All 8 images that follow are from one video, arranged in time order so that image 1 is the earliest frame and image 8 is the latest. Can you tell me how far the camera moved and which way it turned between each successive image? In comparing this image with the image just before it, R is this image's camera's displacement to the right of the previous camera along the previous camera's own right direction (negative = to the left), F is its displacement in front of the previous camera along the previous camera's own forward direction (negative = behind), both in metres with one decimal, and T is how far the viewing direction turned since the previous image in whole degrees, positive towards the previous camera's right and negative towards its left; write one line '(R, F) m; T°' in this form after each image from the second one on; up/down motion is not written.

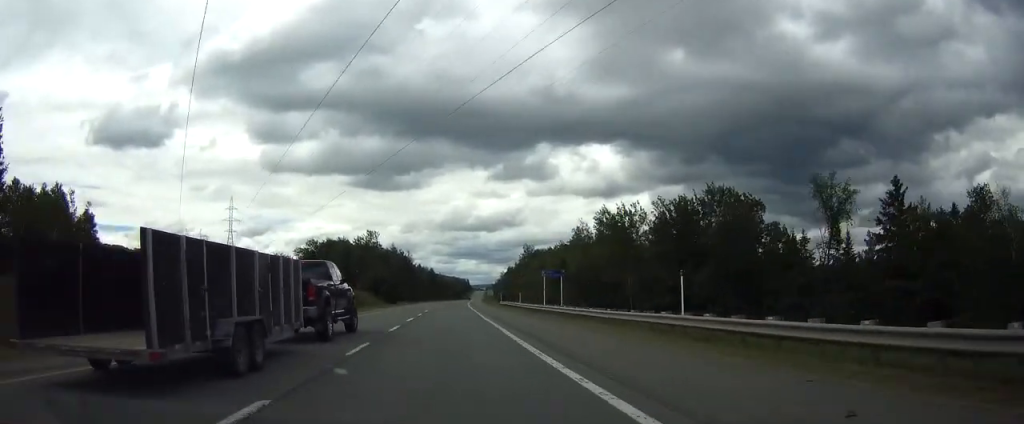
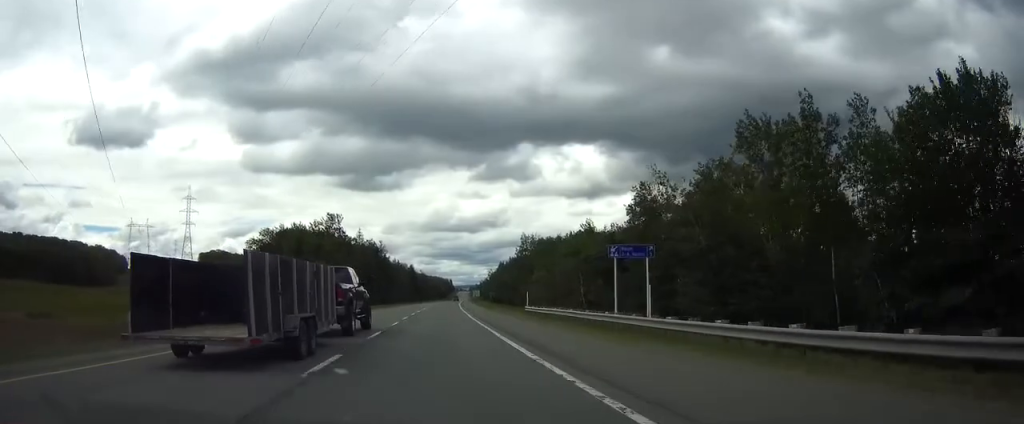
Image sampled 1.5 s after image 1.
(+0.7, +47.3) m; +1°
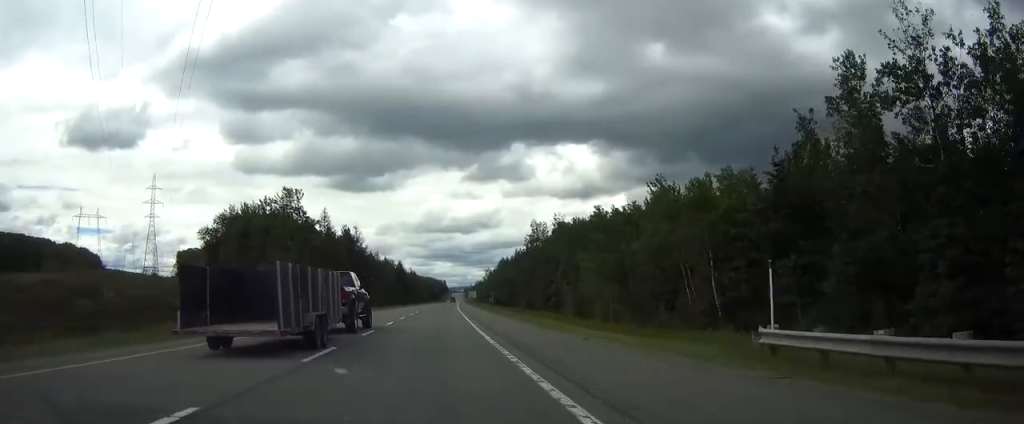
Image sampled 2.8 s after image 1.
(+0.1, +41.9) m; 0°
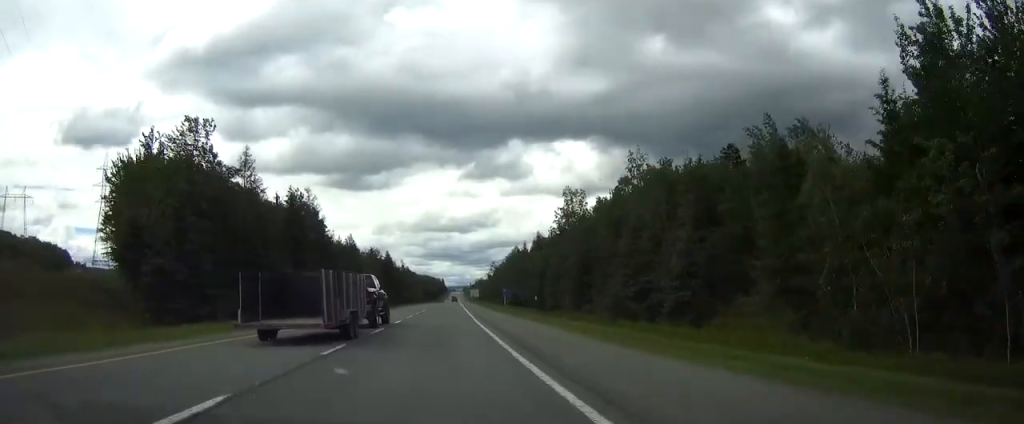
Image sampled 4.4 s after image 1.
(+0.2, +52.6) m; 0°
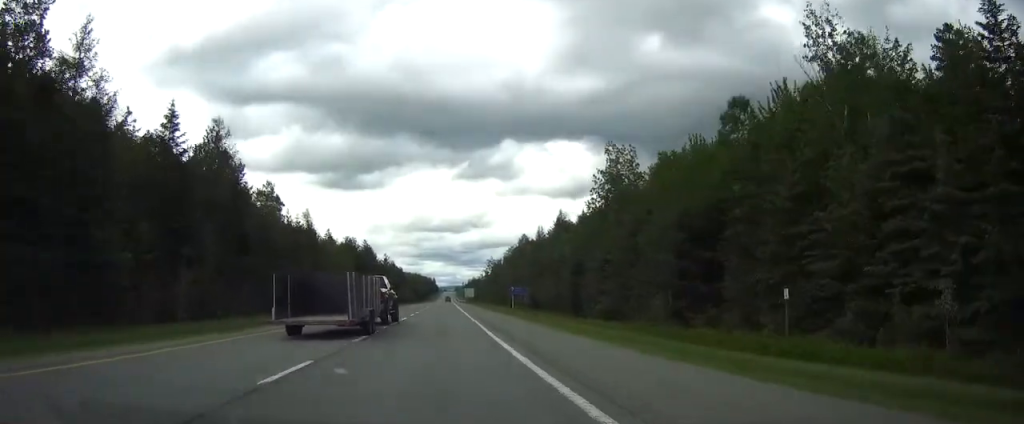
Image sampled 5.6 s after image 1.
(+0.2, +39.7) m; 0°
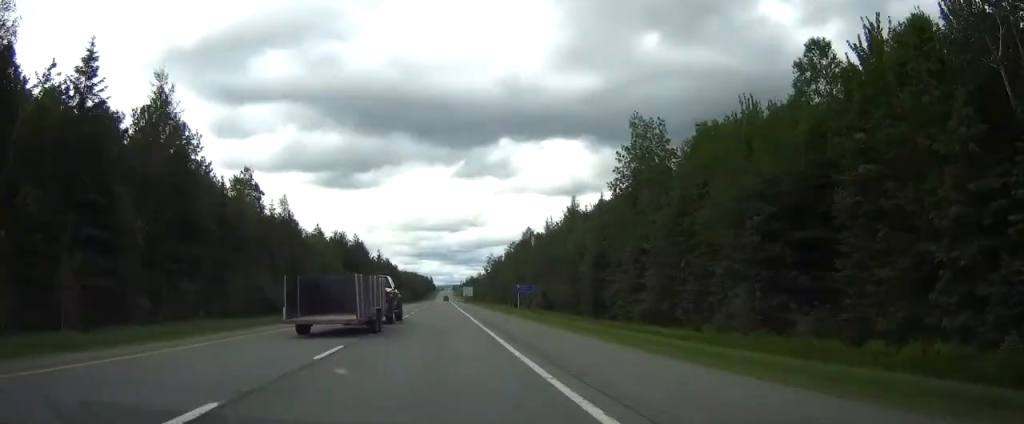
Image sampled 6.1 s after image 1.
(0.0, +14.0) m; 0°
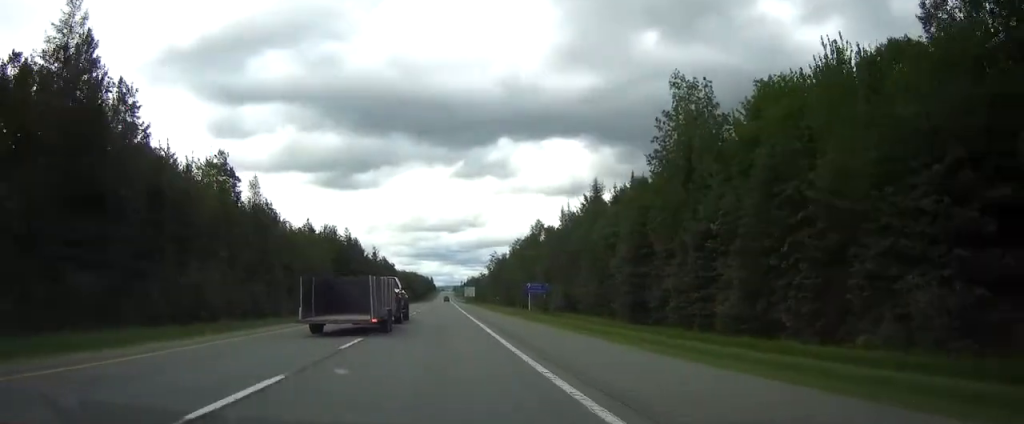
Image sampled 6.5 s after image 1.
(0.0, +15.0) m; 0°
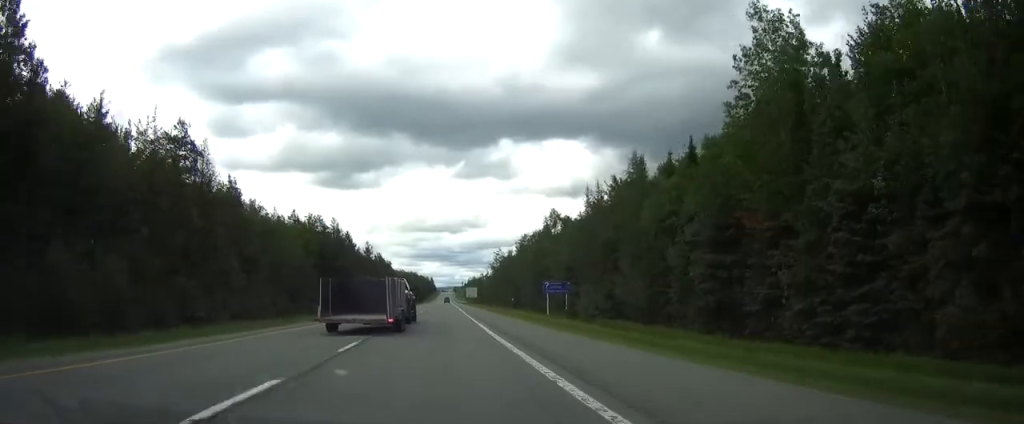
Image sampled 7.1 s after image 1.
(0.0, +18.2) m; 0°
